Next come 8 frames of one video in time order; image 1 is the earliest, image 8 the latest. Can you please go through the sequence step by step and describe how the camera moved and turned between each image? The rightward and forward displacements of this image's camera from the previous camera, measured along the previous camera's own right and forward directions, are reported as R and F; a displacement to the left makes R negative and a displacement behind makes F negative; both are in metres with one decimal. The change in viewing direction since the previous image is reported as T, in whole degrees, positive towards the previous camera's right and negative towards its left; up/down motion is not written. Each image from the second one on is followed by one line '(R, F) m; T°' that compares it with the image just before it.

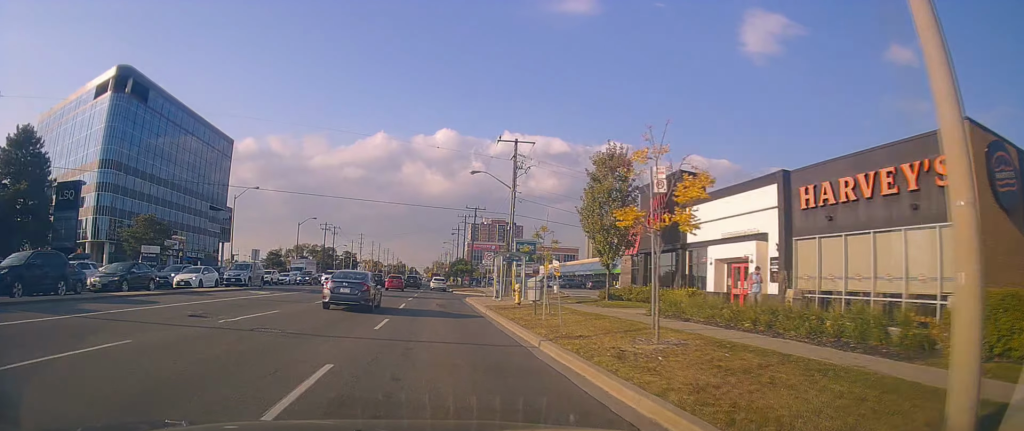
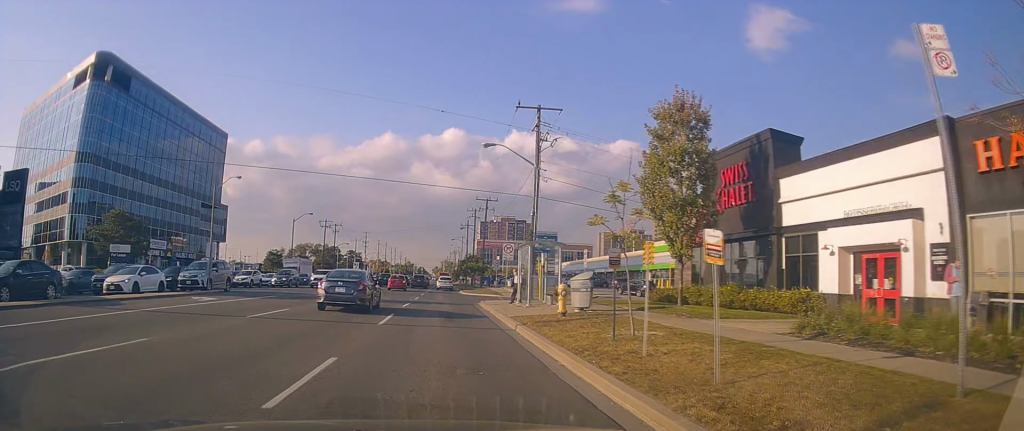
(+0.1, +8.4) m; -2°
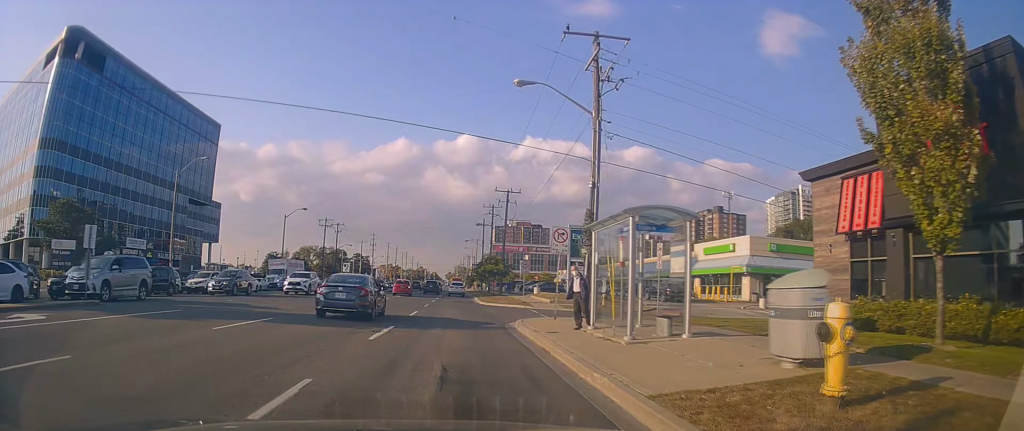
(-0.5, +11.9) m; -1°
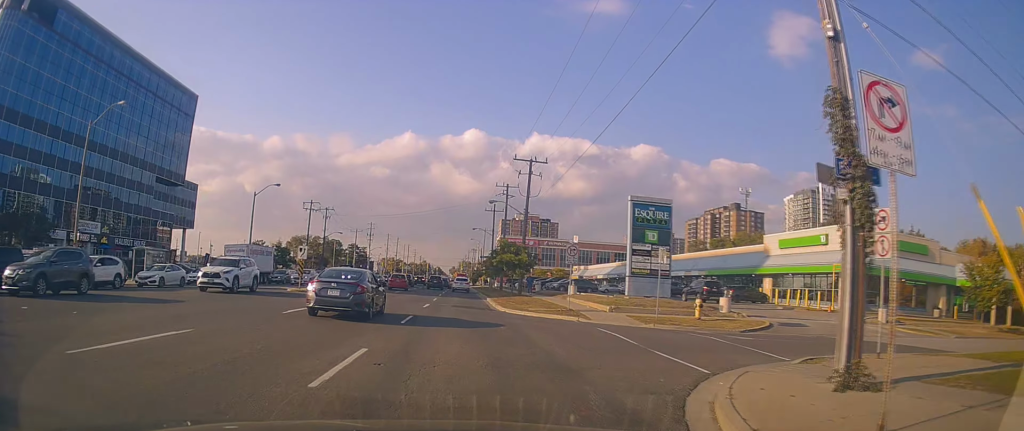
(+0.2, +14.9) m; 0°
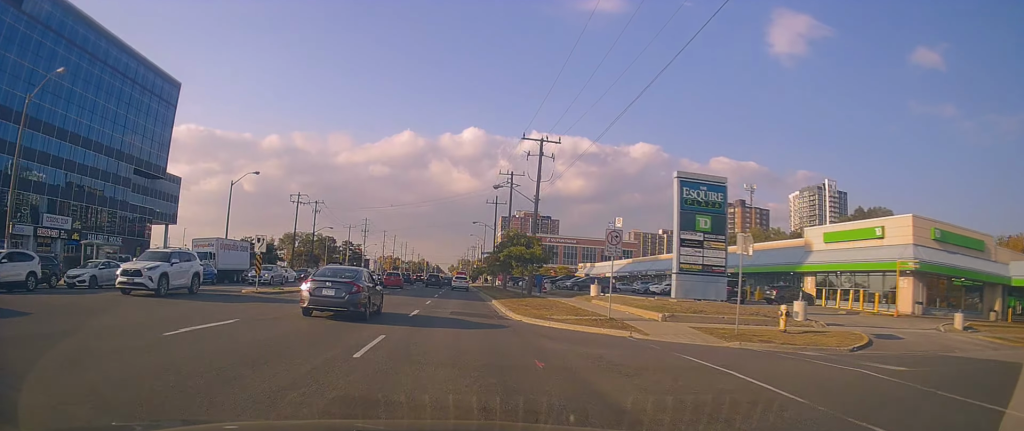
(0.0, +7.0) m; 0°
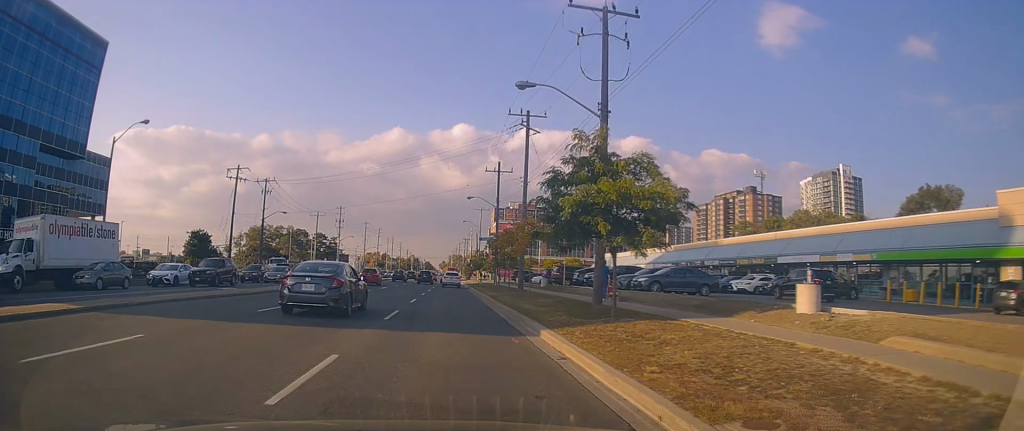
(+0.4, +22.1) m; +2°
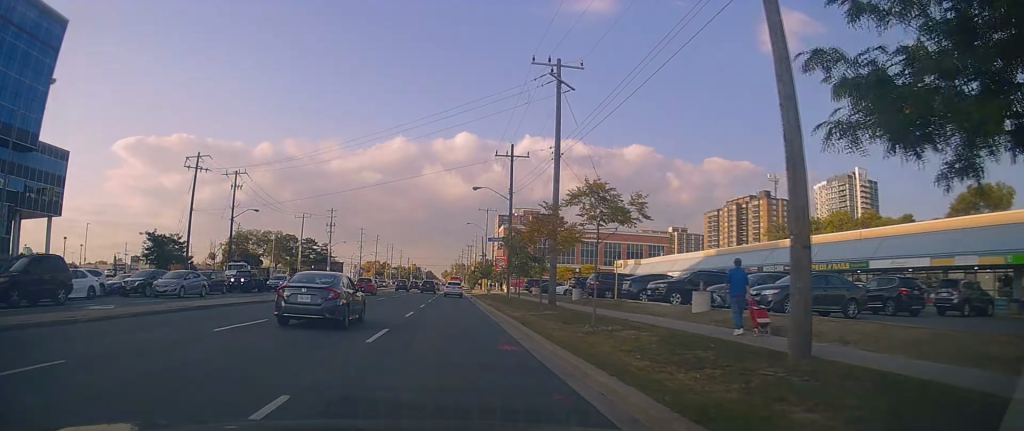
(-0.4, +12.1) m; -2°
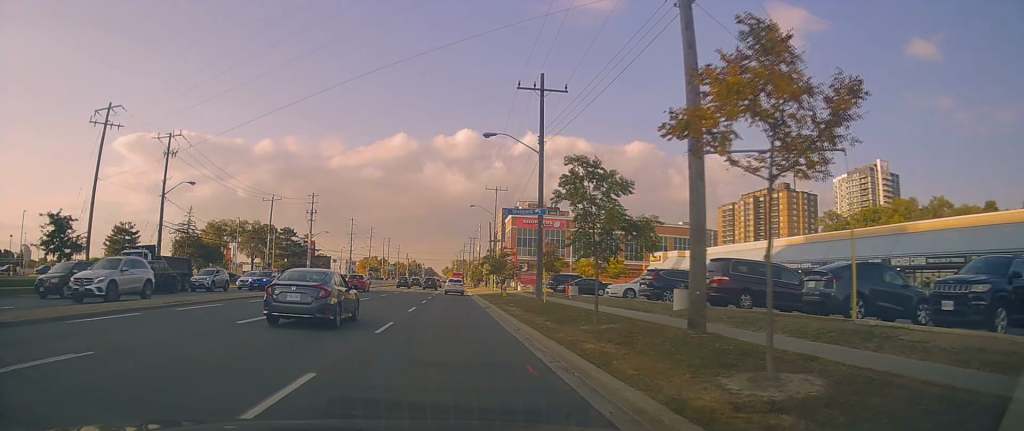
(0.0, +16.8) m; +1°
